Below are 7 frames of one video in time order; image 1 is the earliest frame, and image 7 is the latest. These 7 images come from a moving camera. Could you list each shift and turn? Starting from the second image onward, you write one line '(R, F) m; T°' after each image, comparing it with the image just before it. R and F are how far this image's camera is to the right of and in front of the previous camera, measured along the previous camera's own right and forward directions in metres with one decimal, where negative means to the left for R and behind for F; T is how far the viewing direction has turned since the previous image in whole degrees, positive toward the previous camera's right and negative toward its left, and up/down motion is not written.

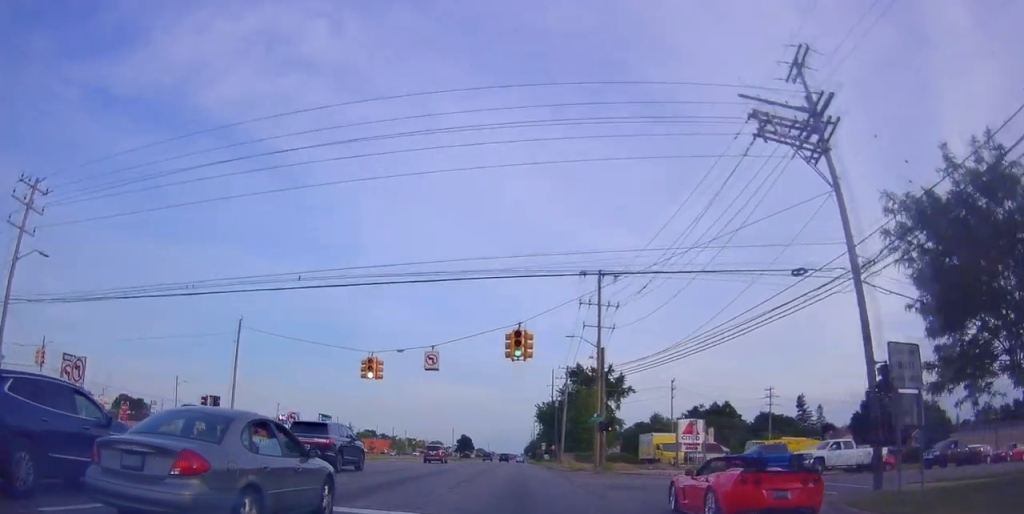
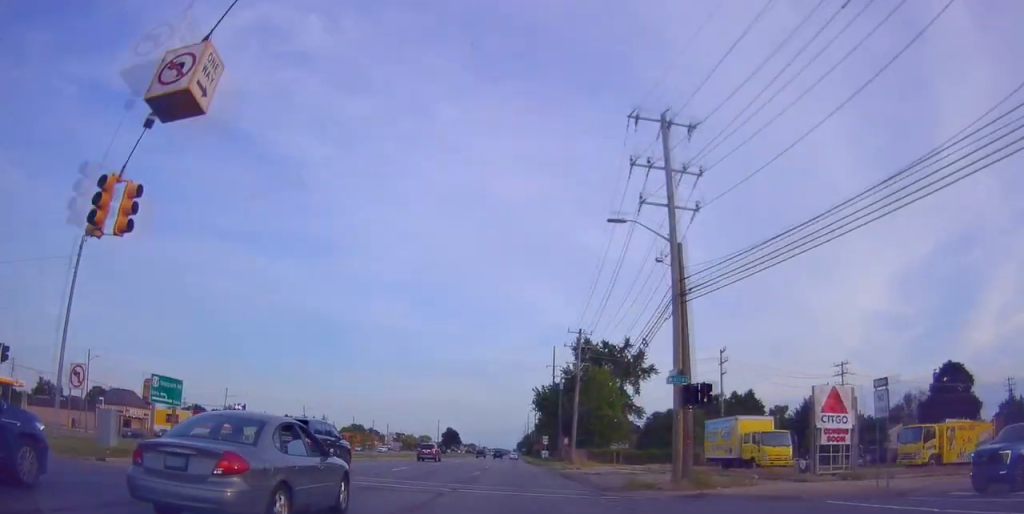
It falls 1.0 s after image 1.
(+0.3, +21.6) m; 0°
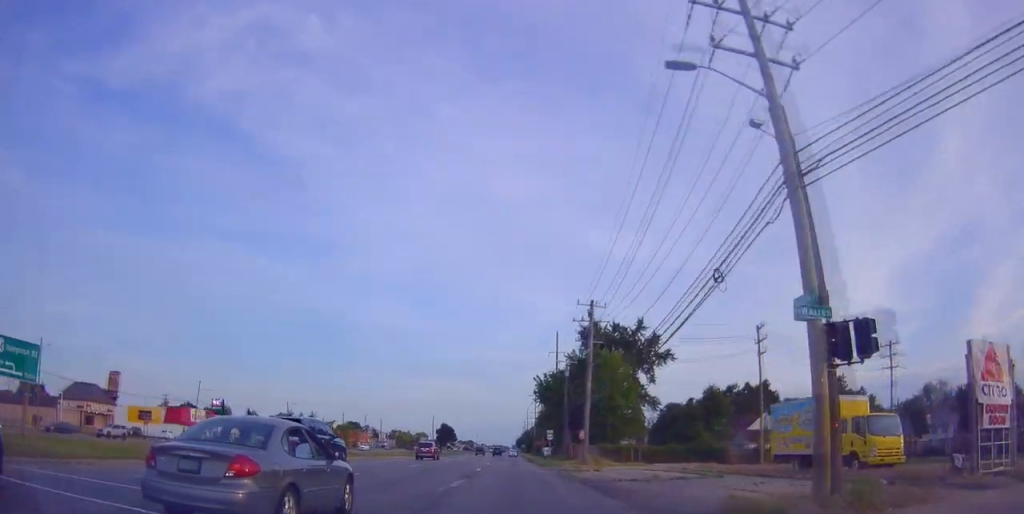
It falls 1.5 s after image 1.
(-0.4, +10.1) m; 0°
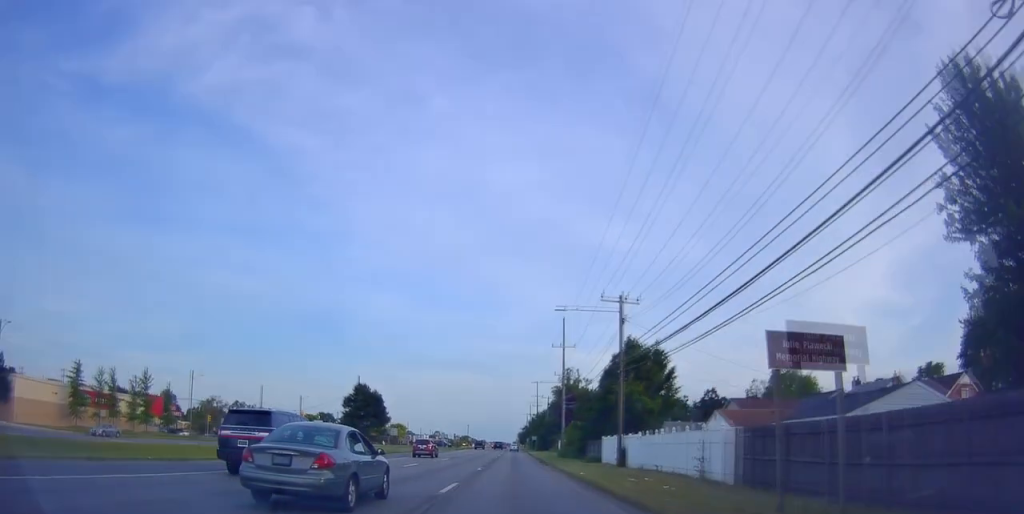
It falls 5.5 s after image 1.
(+0.8, +90.4) m; -1°
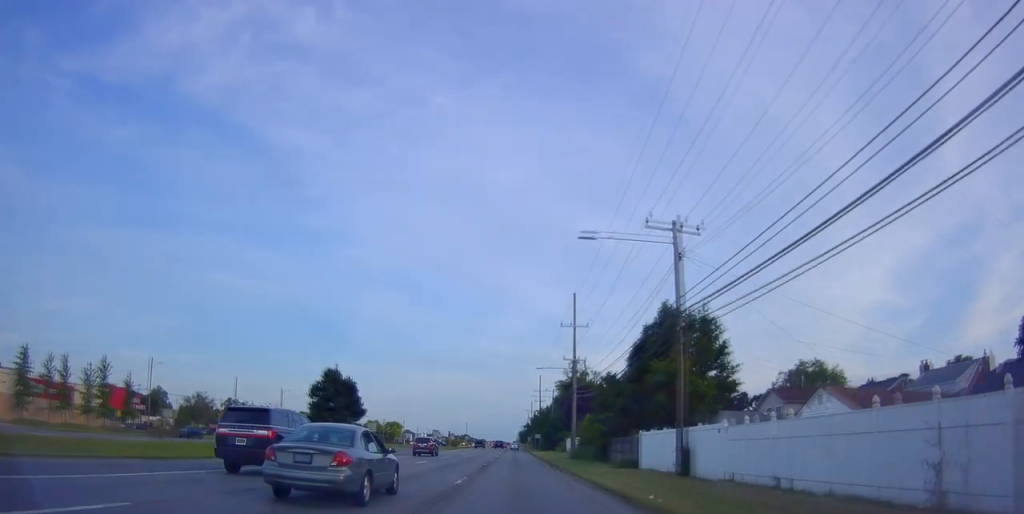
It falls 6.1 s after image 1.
(+0.1, +12.6) m; +1°
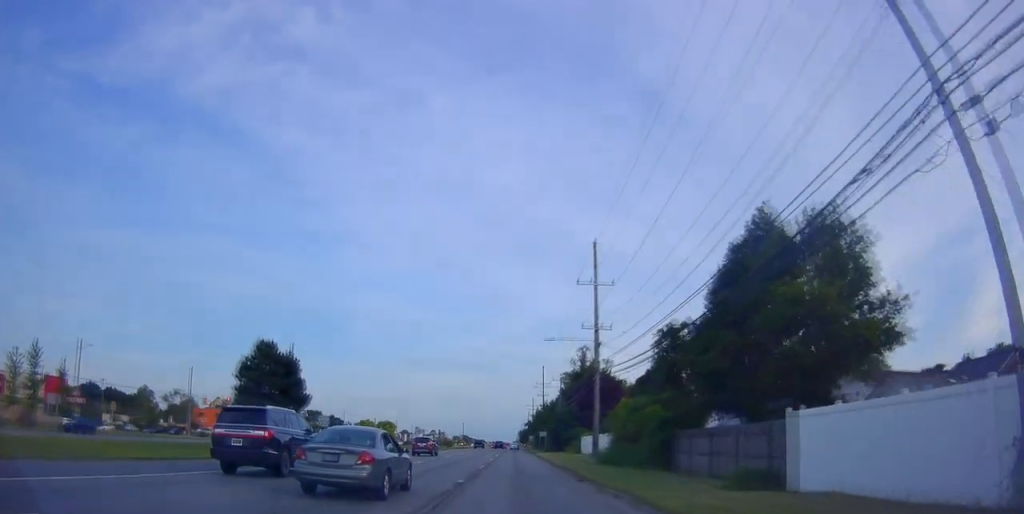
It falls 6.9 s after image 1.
(+0.2, +17.1) m; +1°
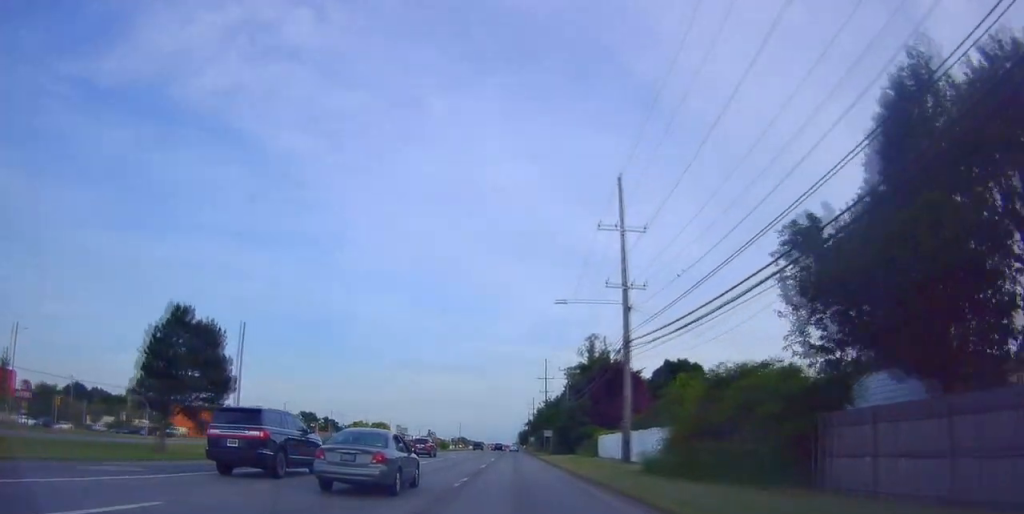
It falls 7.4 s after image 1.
(+0.3, +12.6) m; -1°
